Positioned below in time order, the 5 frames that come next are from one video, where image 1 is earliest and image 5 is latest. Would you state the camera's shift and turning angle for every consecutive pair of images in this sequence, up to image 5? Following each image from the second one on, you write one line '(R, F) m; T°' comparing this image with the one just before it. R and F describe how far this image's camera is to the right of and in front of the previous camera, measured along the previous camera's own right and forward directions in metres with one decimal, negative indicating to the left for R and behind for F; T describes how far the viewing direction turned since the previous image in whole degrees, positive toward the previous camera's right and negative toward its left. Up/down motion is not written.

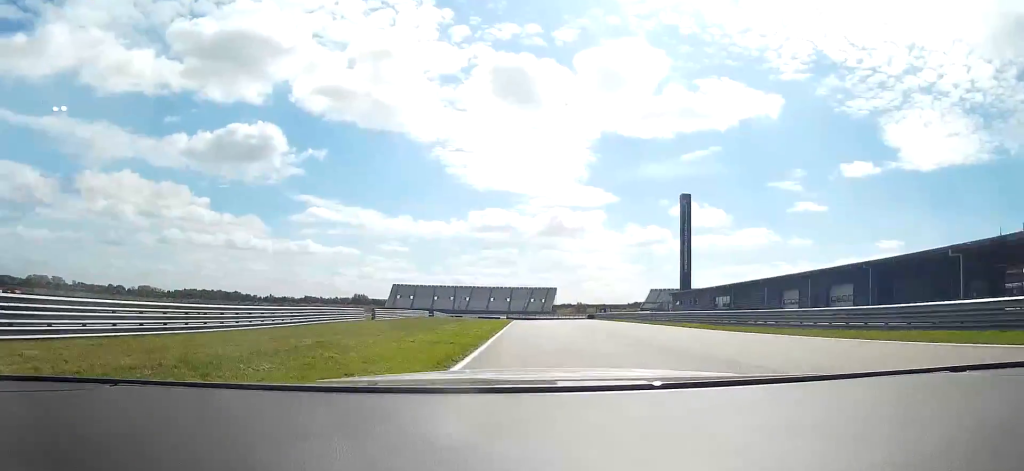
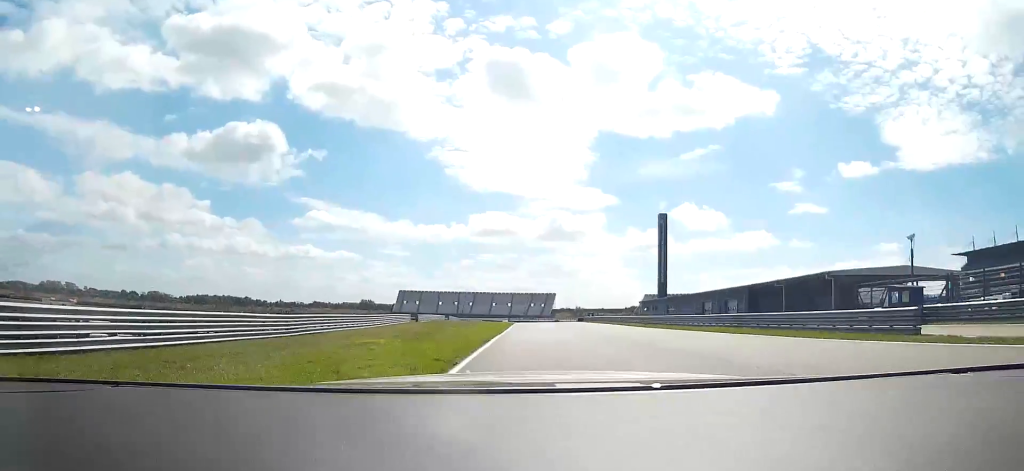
(0.0, +24.6) m; 0°
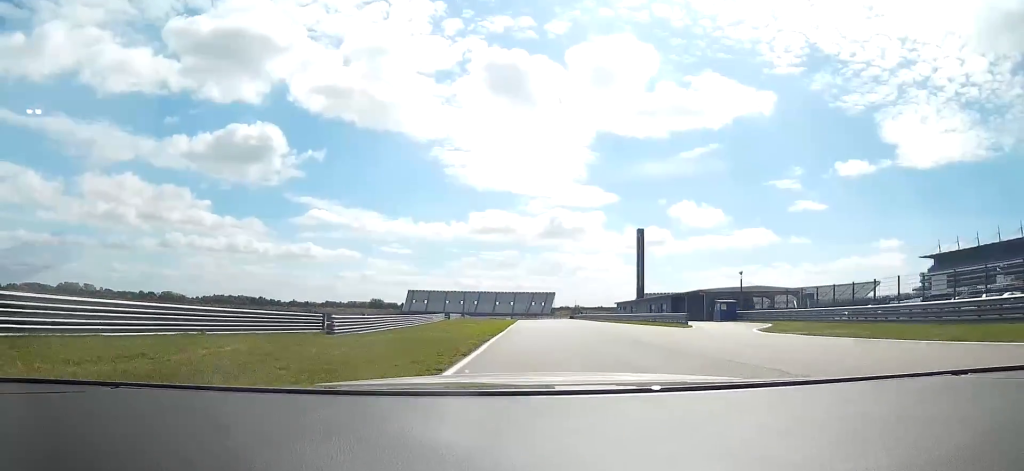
(0.0, +35.6) m; 0°
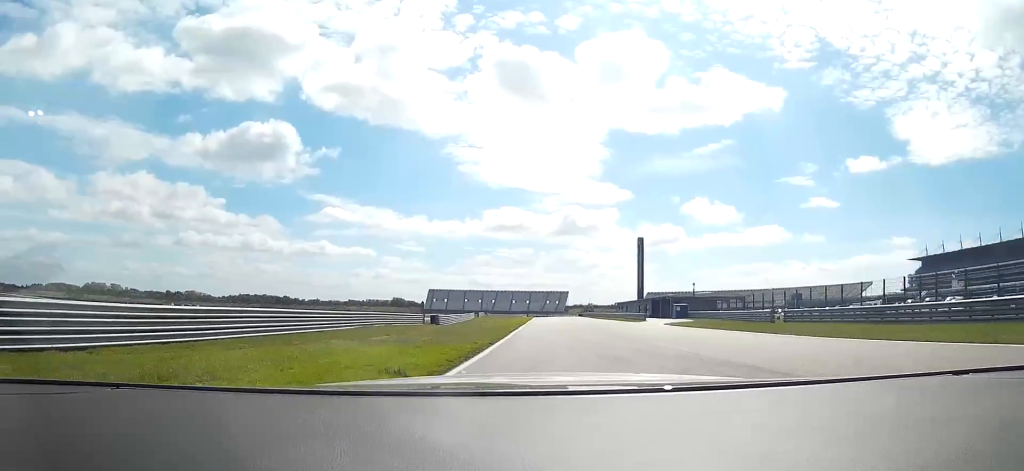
(+0.2, +30.4) m; 0°
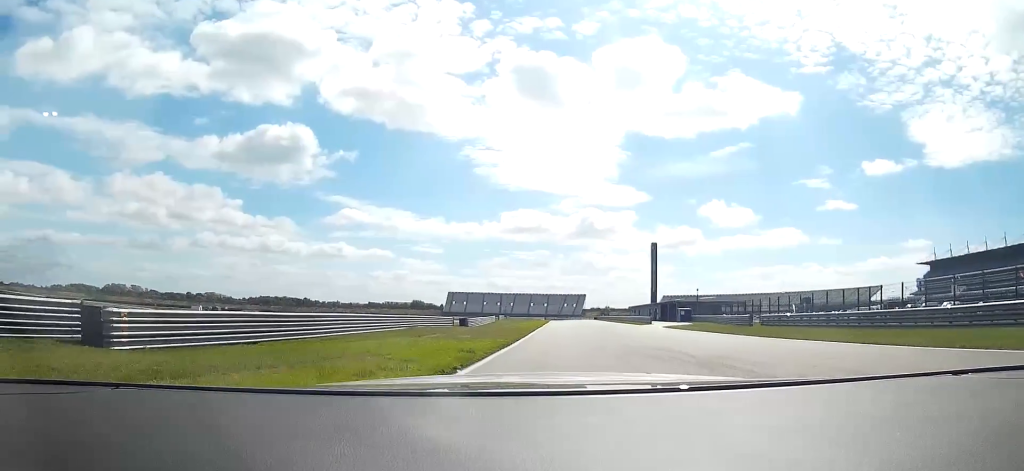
(0.0, +9.6) m; -1°
